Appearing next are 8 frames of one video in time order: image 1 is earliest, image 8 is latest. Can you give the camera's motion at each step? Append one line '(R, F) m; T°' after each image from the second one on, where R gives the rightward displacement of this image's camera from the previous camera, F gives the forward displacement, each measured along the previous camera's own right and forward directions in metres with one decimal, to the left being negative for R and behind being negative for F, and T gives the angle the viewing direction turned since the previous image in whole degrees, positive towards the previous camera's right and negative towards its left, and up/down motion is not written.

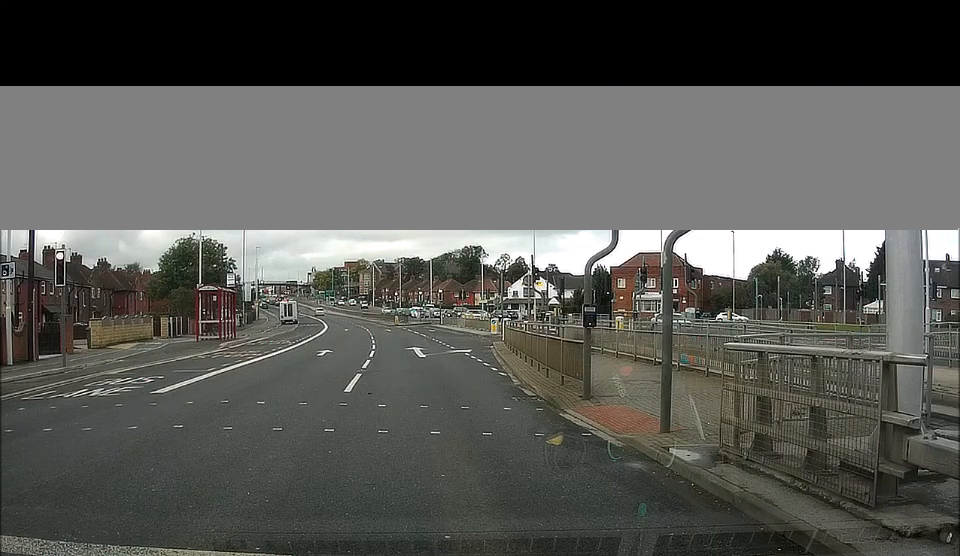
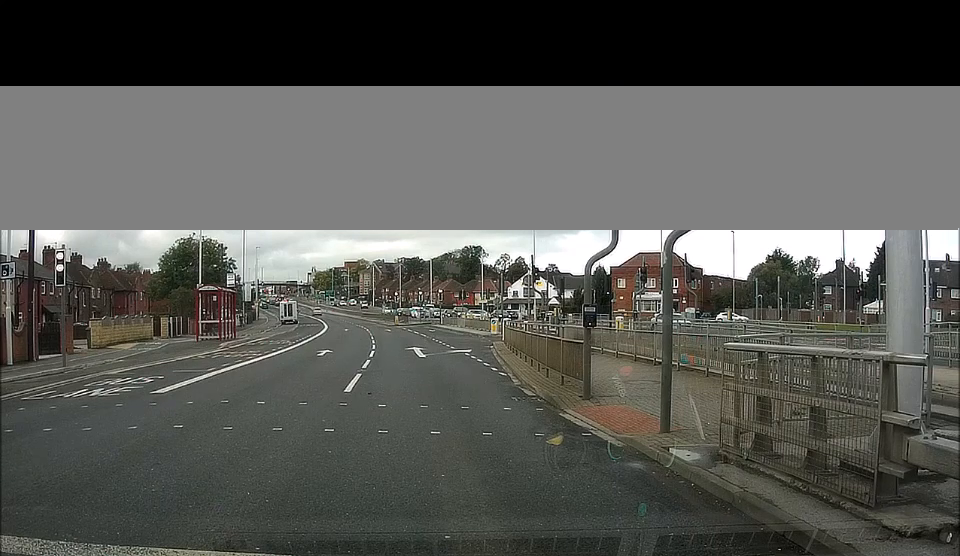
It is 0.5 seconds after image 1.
(0.0, 0.0) m; 0°
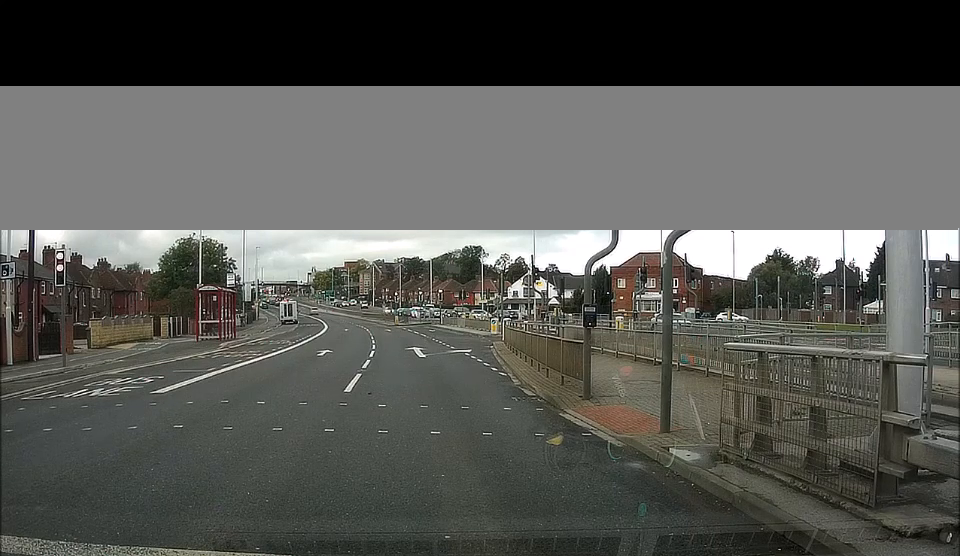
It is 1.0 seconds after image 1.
(0.0, 0.0) m; 0°
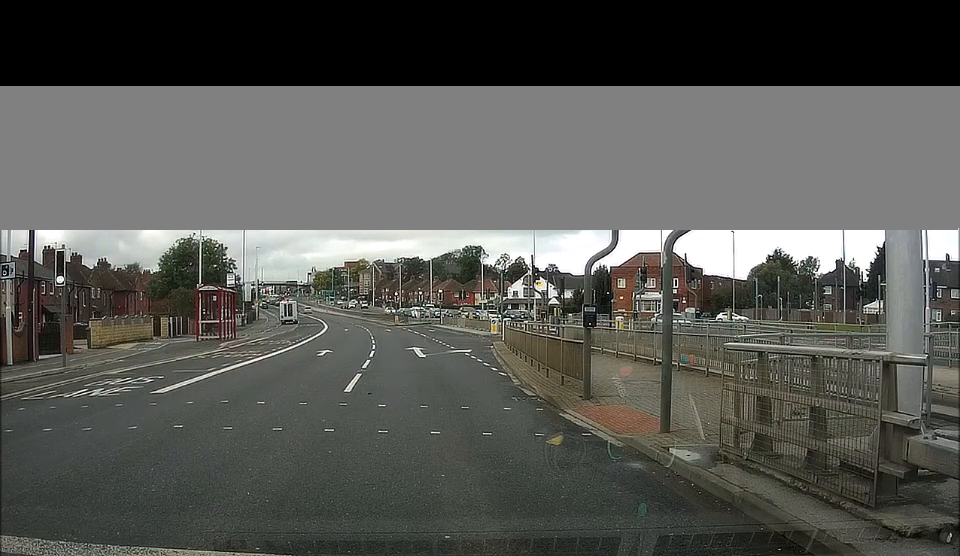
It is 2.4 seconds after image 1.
(+0.1, +0.3) m; 0°
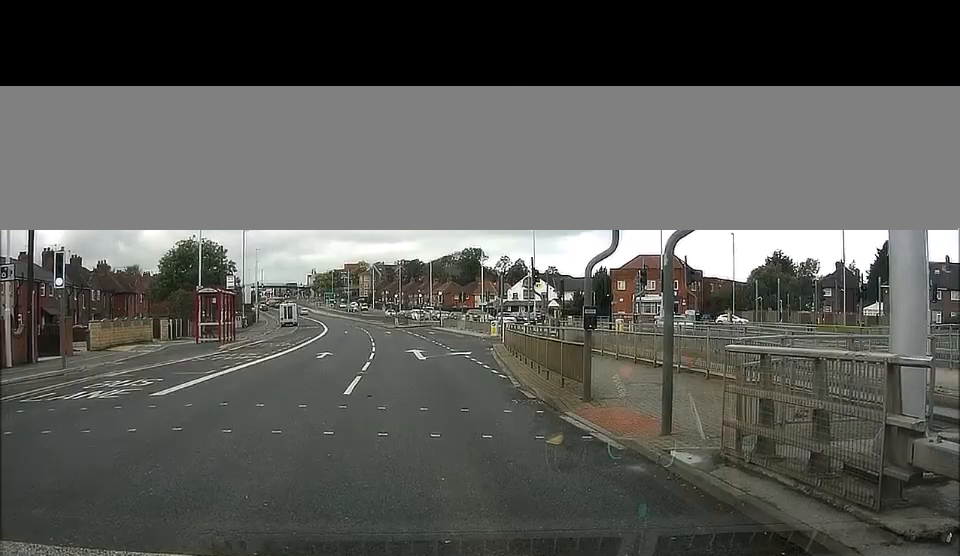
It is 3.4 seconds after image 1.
(0.0, 0.0) m; 0°
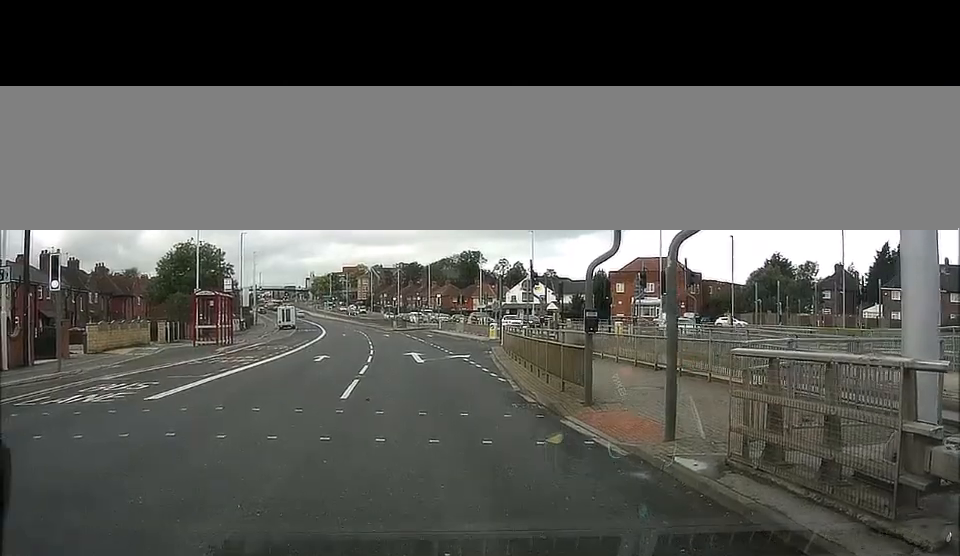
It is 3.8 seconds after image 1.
(0.0, 0.0) m; 0°
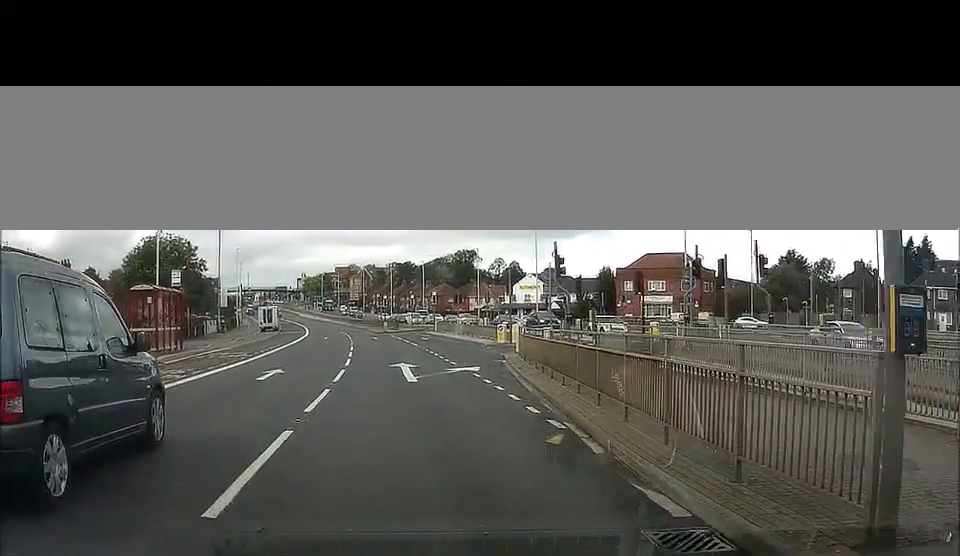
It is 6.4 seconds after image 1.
(+0.2, +4.6) m; +5°
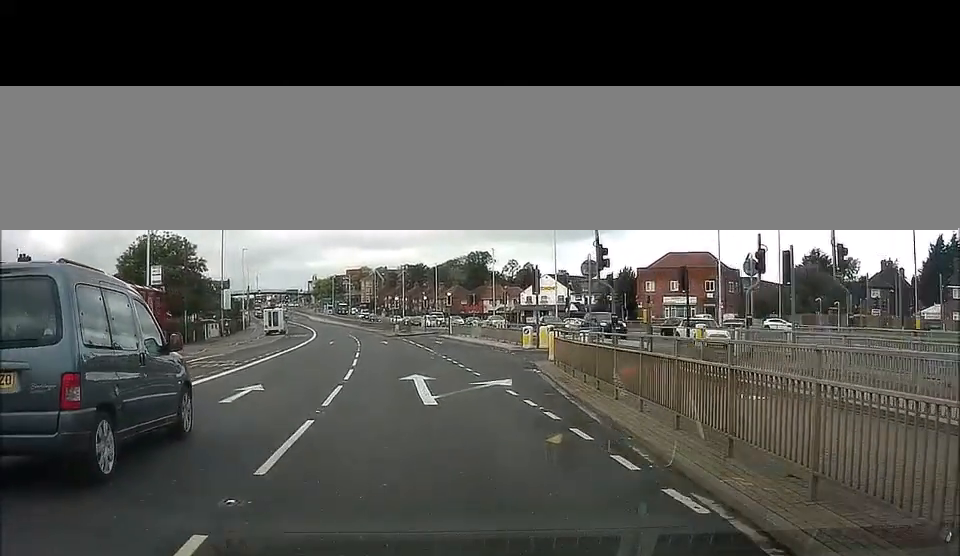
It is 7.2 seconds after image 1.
(+0.1, +4.3) m; 0°
